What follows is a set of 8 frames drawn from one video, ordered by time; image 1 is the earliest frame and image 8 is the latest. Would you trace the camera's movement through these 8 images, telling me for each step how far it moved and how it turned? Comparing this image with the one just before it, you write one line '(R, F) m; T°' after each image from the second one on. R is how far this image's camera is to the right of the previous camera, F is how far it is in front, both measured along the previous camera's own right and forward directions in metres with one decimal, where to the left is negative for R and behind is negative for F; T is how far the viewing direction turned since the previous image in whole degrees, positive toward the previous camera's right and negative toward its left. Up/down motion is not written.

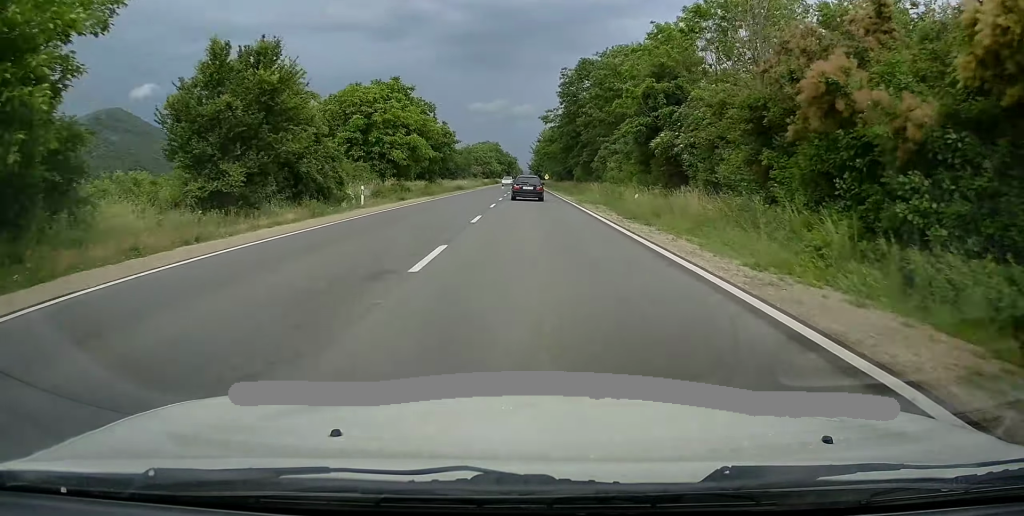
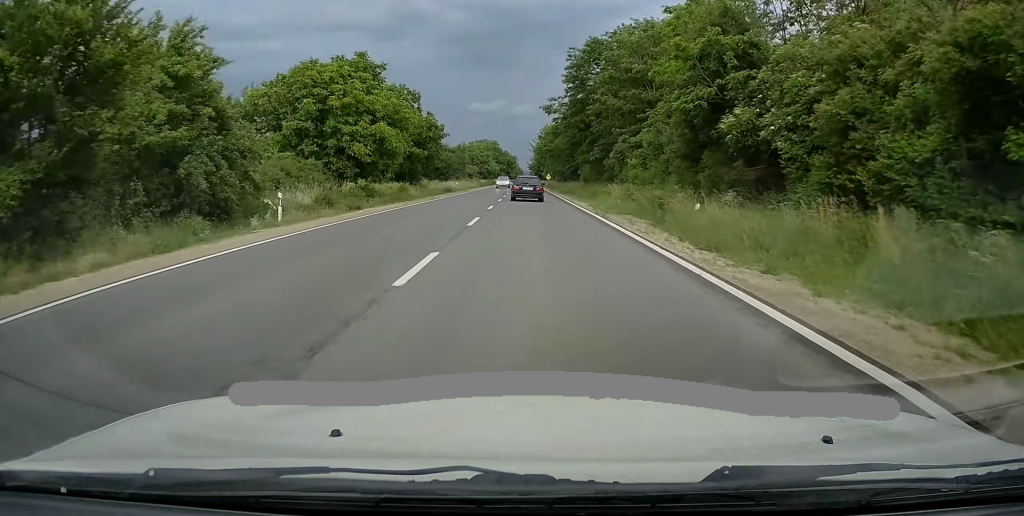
(0.0, +9.8) m; 0°
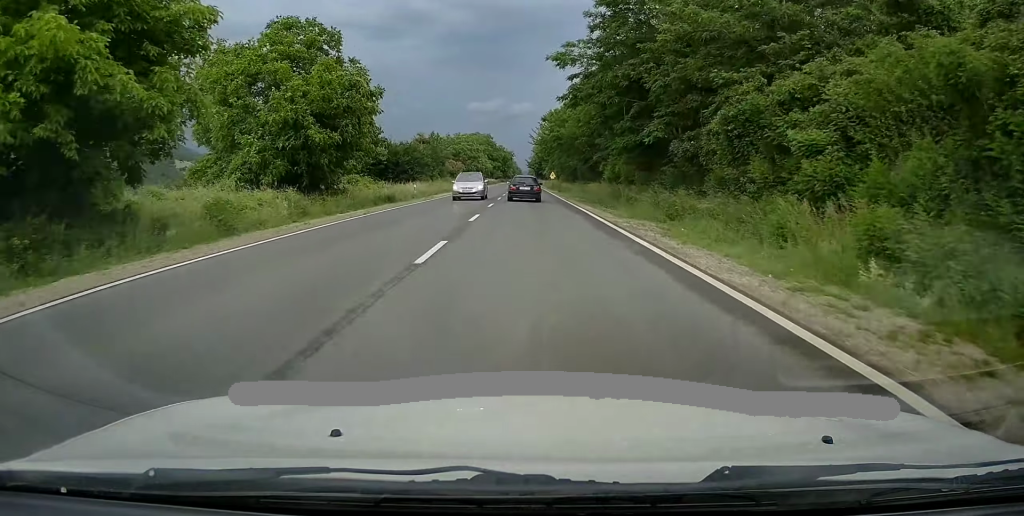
(+0.1, +24.6) m; +1°
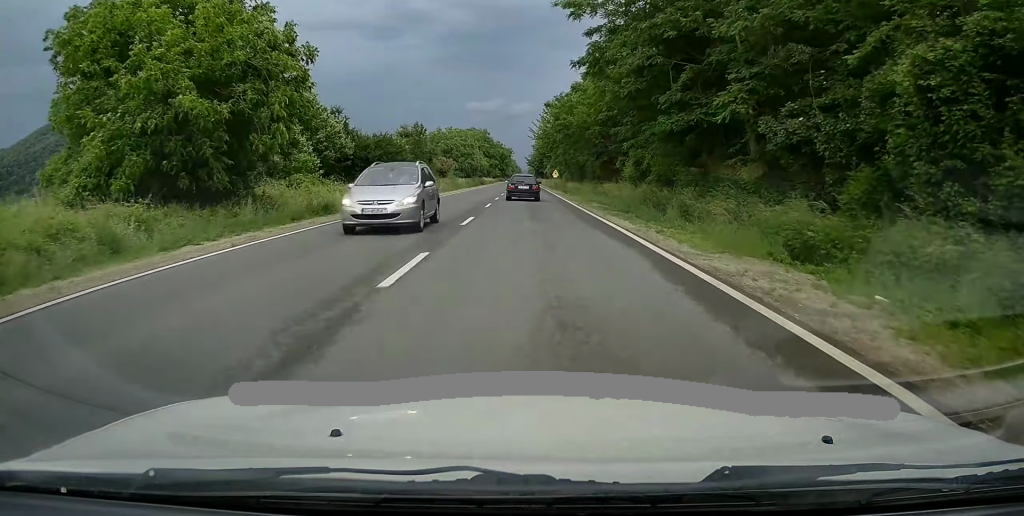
(+0.2, +10.7) m; 0°
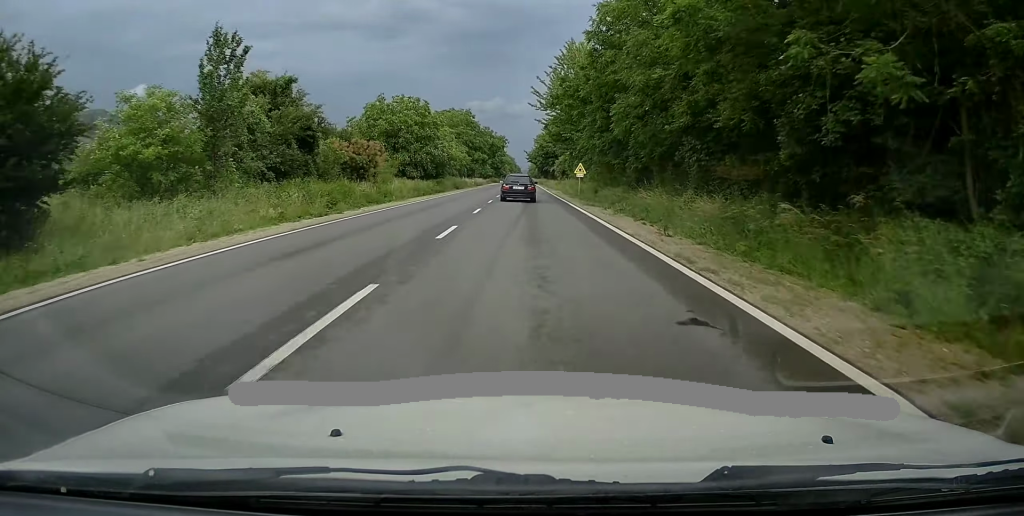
(-0.2, +39.7) m; 0°
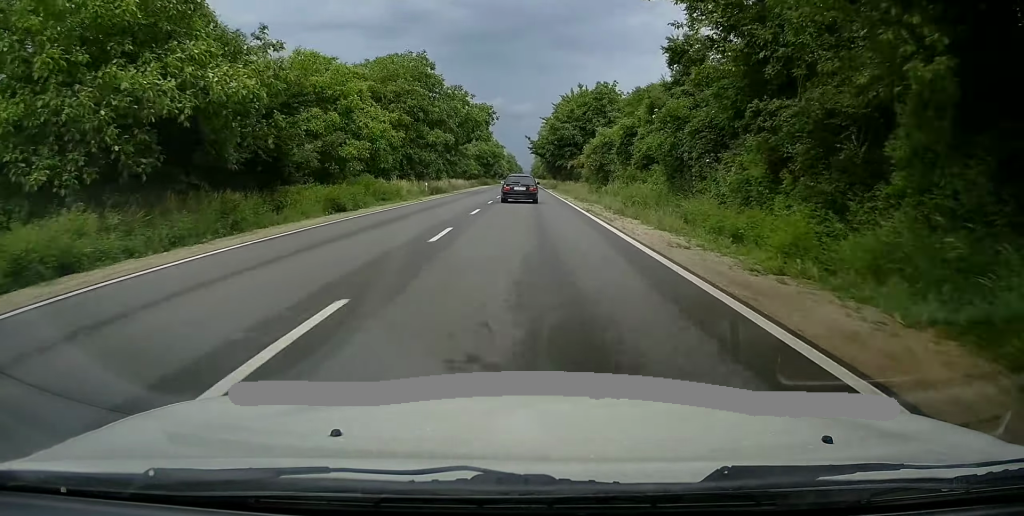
(+0.4, +45.0) m; 0°
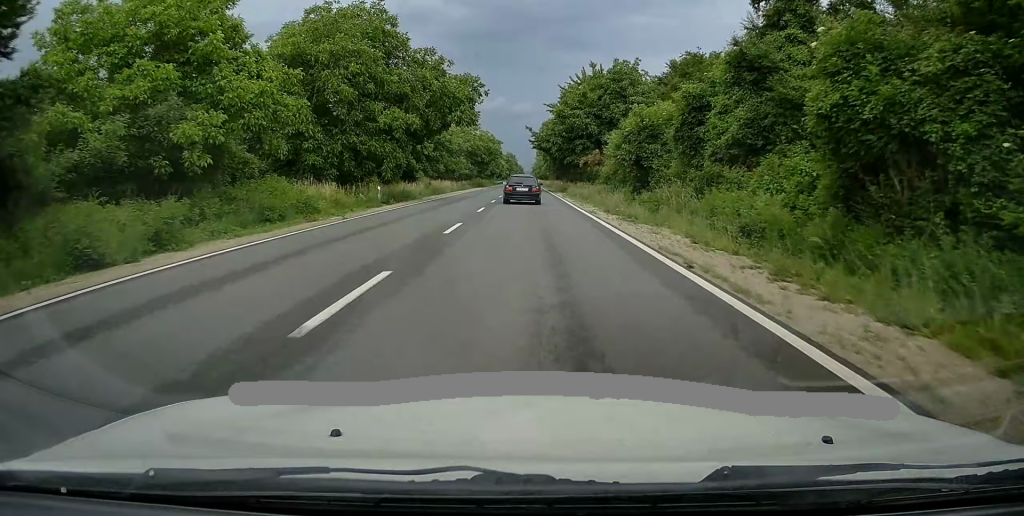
(-0.3, +15.9) m; 0°
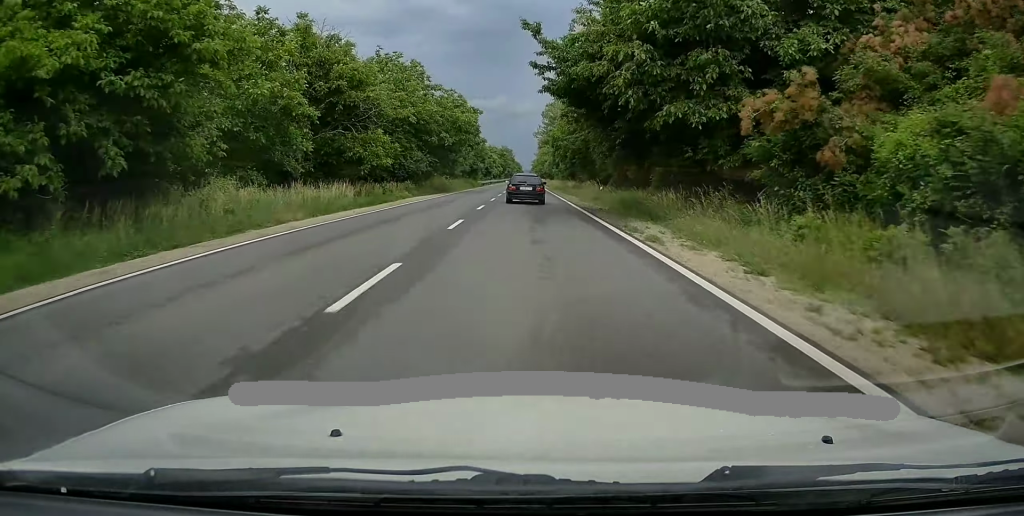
(+0.5, +44.1) m; +1°
